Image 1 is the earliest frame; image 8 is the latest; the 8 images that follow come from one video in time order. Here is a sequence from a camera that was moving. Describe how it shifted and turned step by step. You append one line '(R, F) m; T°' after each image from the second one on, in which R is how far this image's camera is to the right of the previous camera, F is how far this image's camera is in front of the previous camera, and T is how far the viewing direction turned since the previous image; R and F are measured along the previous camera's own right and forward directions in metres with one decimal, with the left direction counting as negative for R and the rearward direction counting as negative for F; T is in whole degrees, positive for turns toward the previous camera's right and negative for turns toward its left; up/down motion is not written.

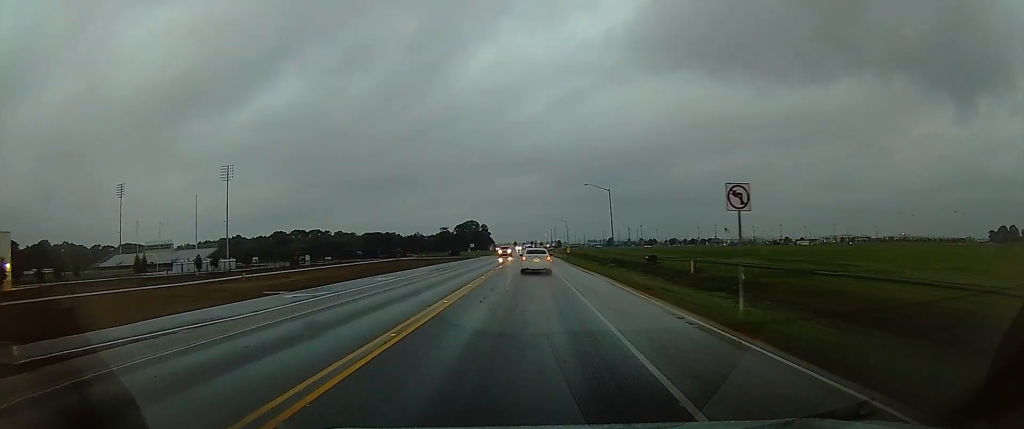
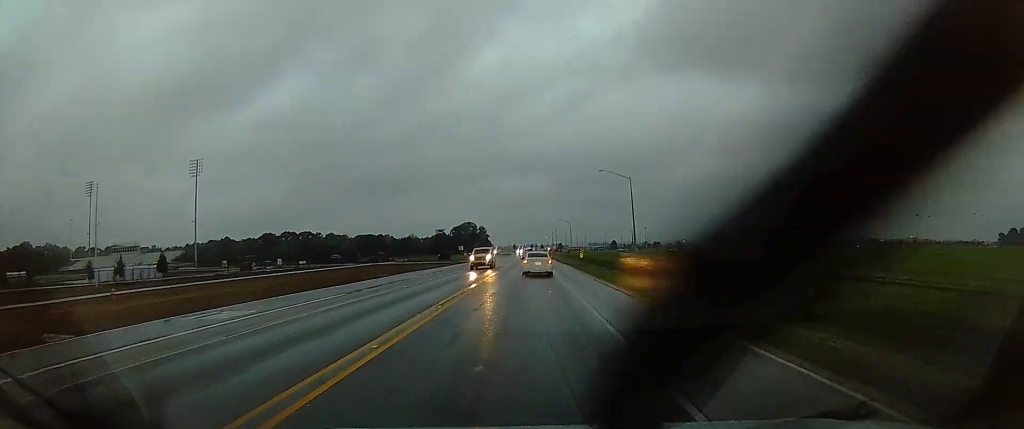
(-0.1, +19.7) m; 0°
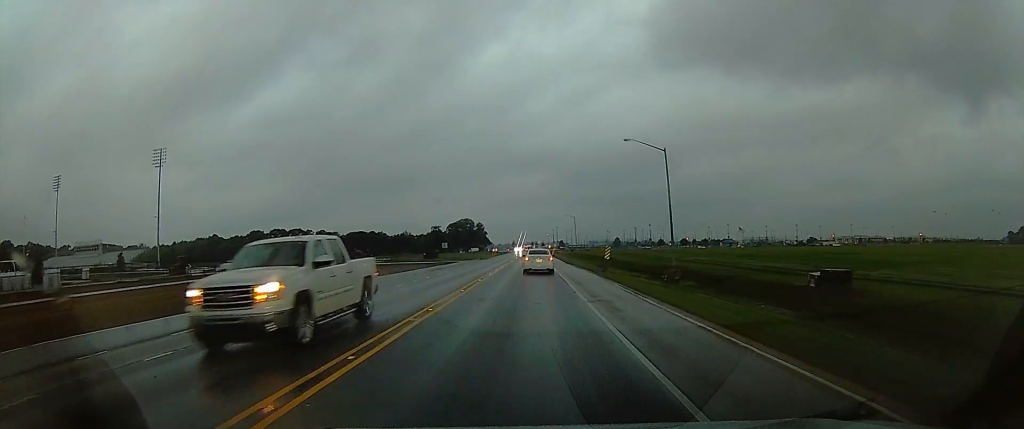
(0.0, +19.1) m; 0°
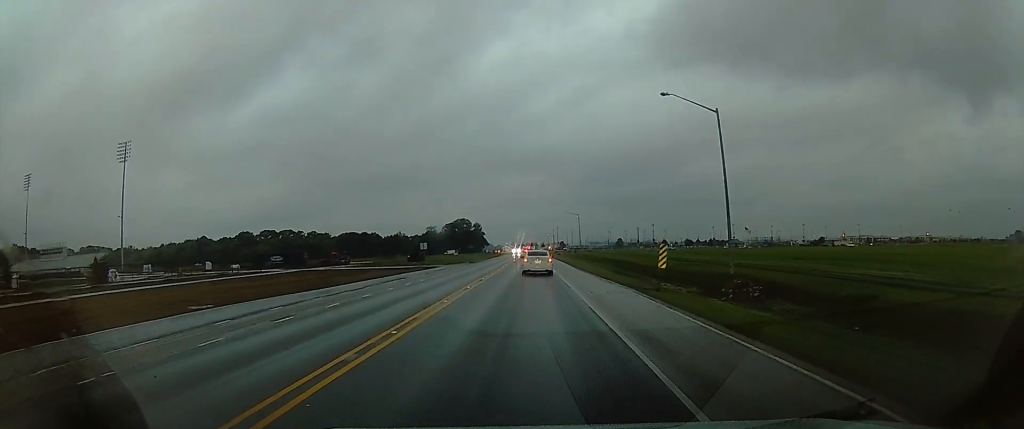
(0.0, +16.2) m; 0°
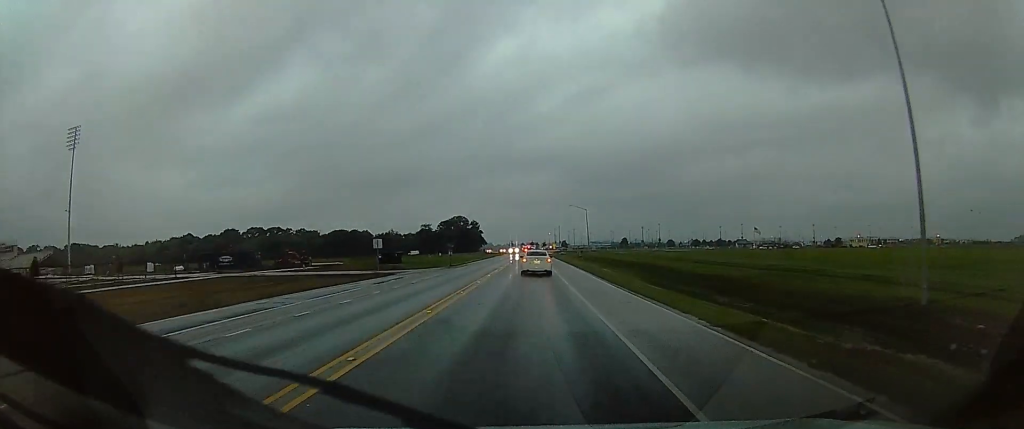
(0.0, +20.8) m; 0°
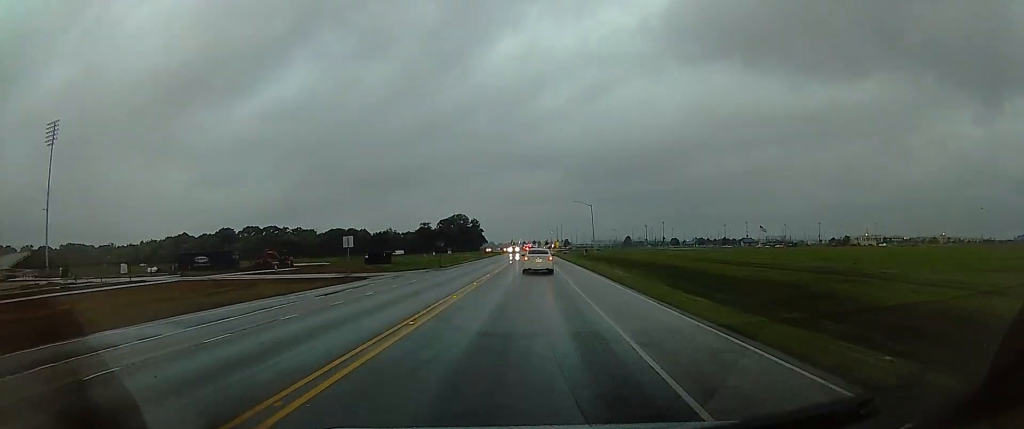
(0.0, +8.6) m; 0°
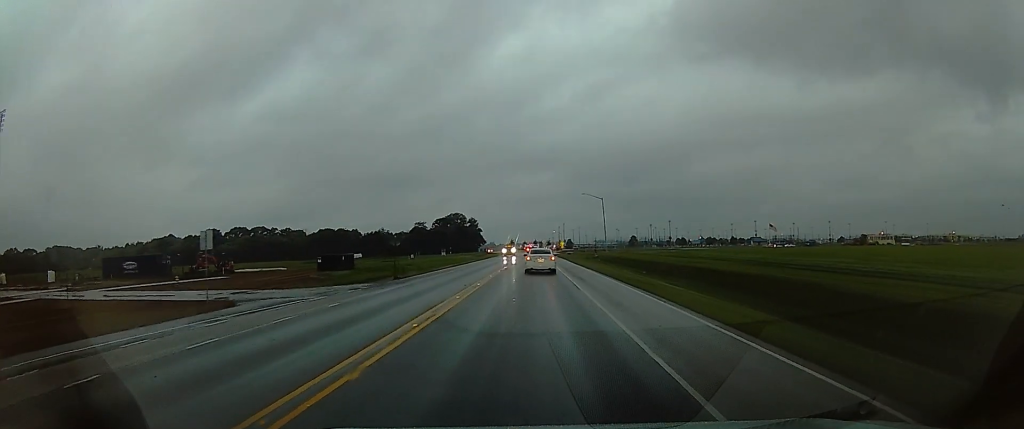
(0.0, +18.7) m; +1°
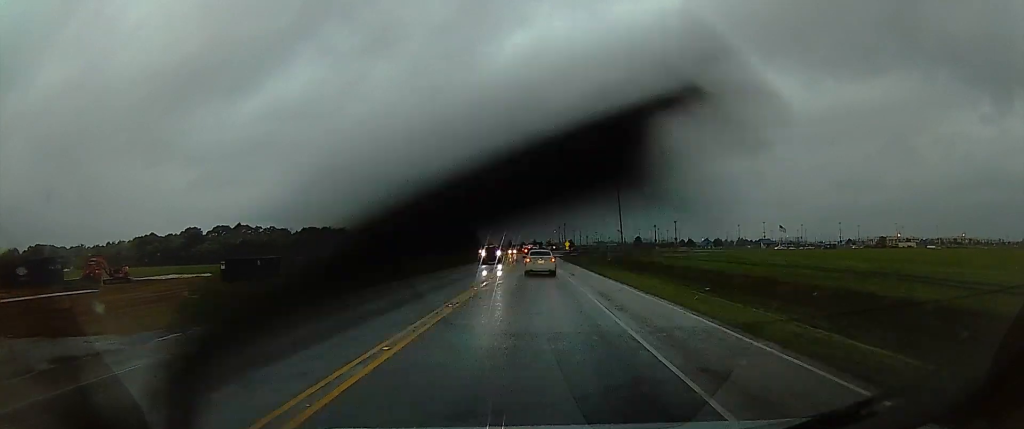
(+0.6, +21.2) m; +2°
